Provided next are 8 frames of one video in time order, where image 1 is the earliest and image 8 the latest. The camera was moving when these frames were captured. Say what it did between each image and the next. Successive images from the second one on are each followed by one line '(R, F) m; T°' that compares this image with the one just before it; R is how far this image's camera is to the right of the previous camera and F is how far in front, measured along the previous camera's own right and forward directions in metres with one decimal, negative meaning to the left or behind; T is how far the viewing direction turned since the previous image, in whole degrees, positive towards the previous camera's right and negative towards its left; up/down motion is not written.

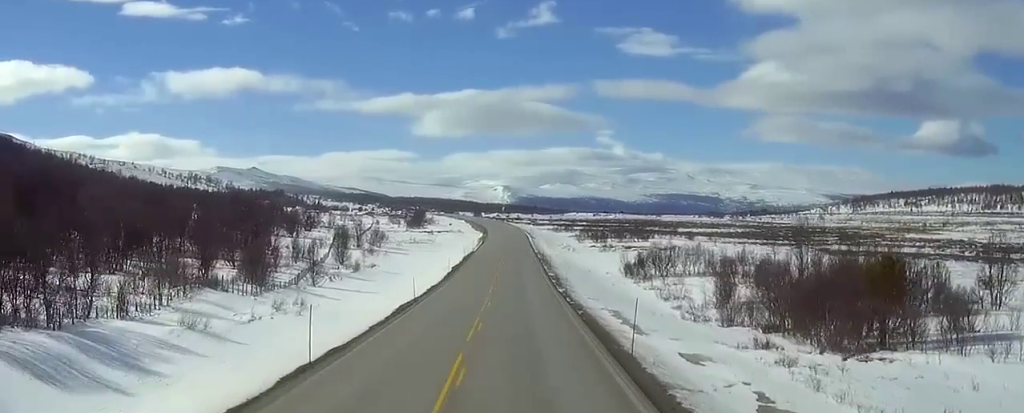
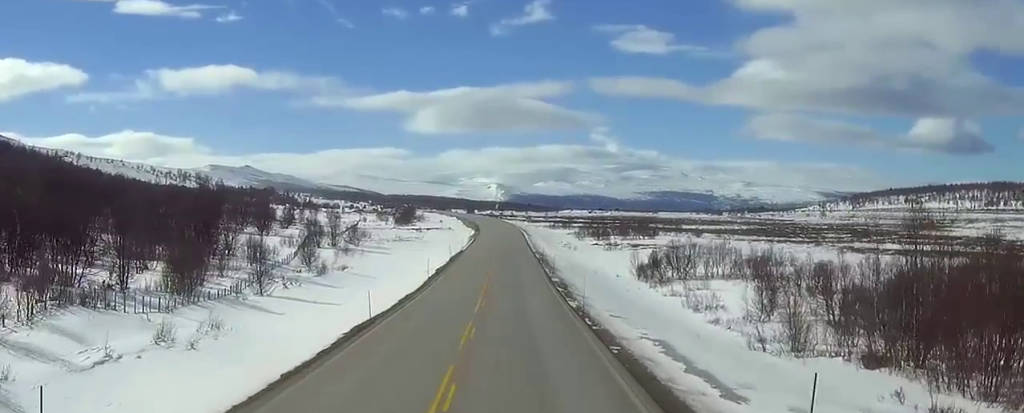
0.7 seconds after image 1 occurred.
(0.0, +14.8) m; 0°
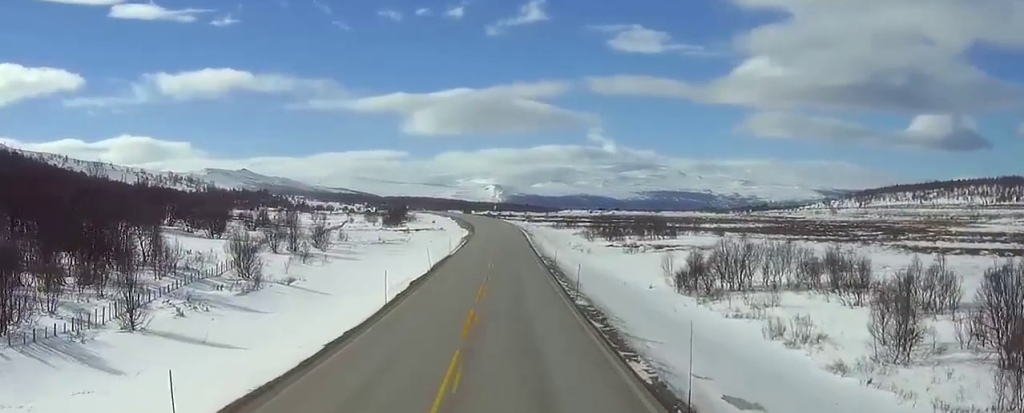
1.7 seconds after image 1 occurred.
(-0.1, +21.8) m; 0°
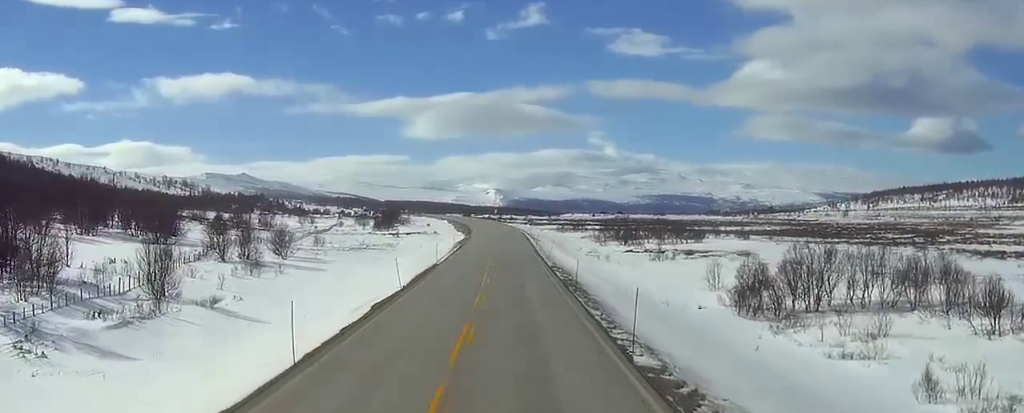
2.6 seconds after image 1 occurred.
(-0.1, +18.0) m; 0°
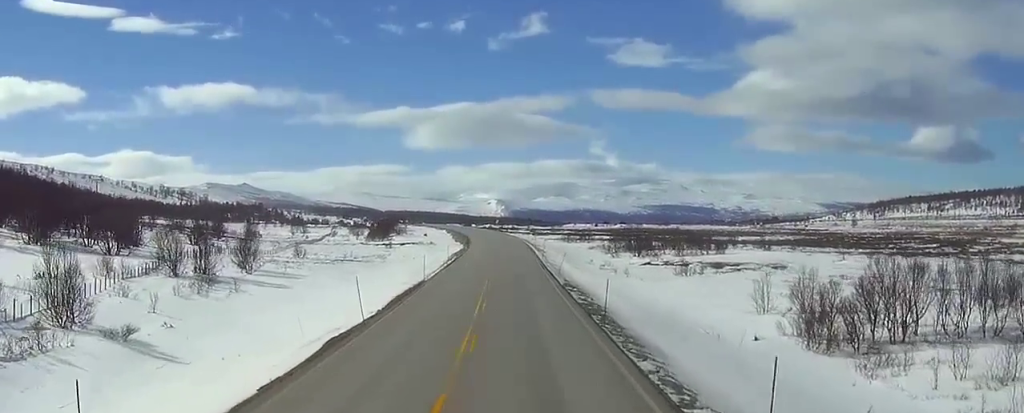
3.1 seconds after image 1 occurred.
(0.0, +11.9) m; 0°
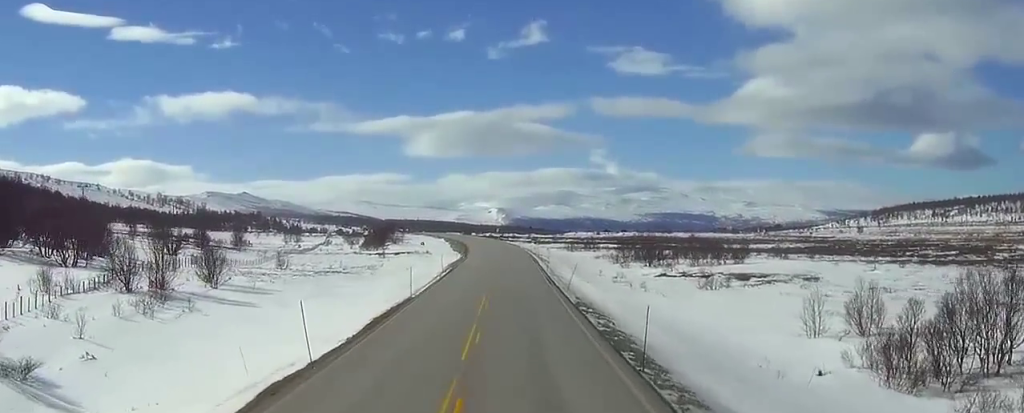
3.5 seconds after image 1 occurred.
(0.0, +8.7) m; 0°
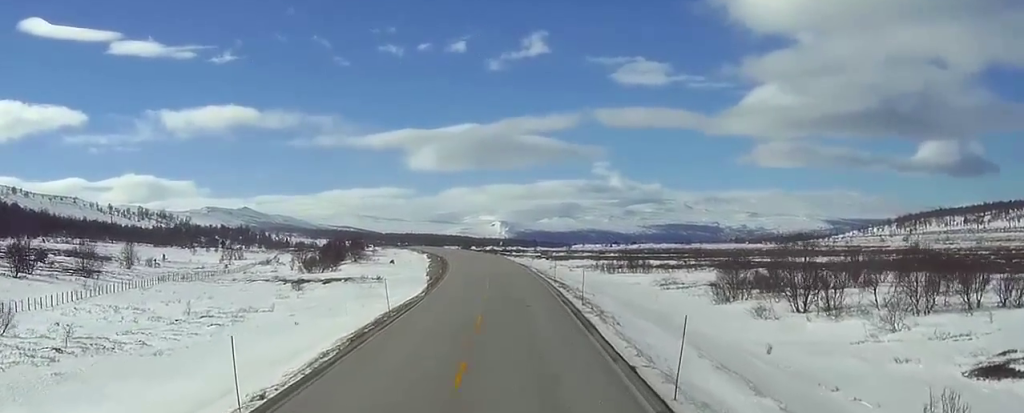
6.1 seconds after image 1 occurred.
(-0.3, +57.4) m; 0°
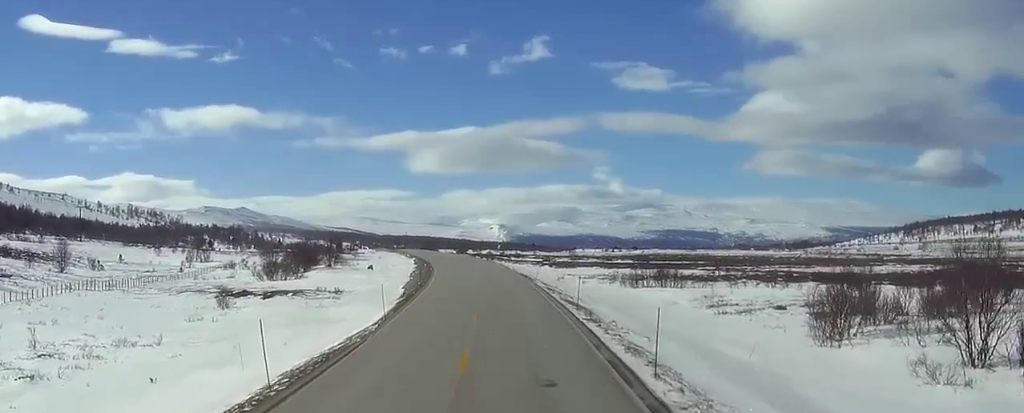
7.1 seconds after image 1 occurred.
(0.0, +21.5) m; -1°
